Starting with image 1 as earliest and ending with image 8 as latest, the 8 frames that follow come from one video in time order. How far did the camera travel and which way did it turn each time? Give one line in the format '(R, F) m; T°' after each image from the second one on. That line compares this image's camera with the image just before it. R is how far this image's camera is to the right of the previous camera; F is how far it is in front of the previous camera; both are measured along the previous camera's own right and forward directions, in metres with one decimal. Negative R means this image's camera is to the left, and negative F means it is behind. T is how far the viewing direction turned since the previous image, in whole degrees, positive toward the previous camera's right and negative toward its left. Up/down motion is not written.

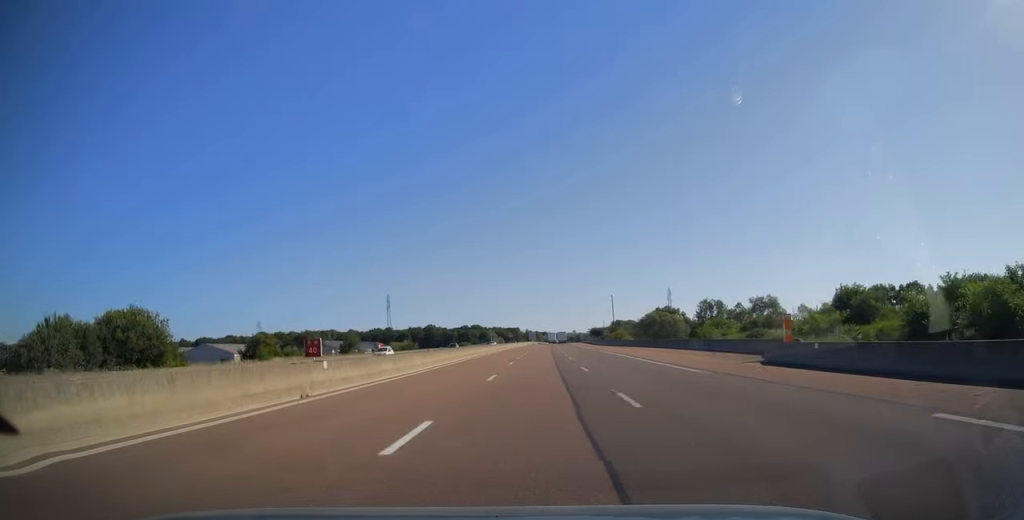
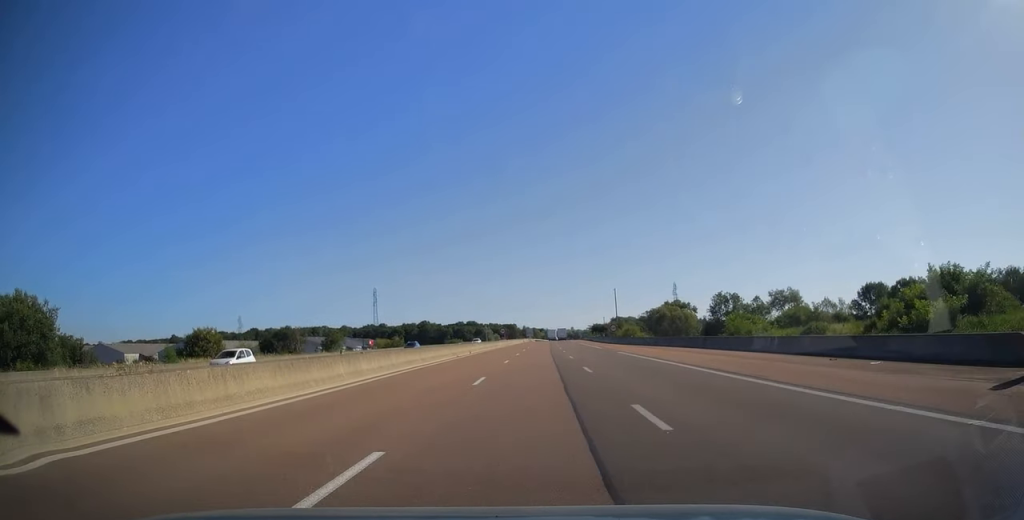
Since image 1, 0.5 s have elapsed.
(-0.1, +15.9) m; 0°
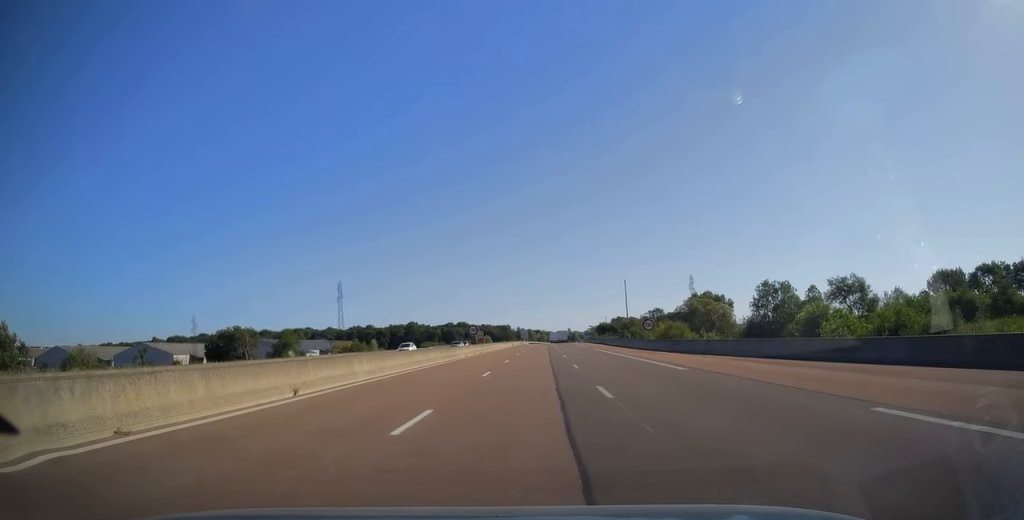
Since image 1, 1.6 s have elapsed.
(+0.4, +34.3) m; +1°
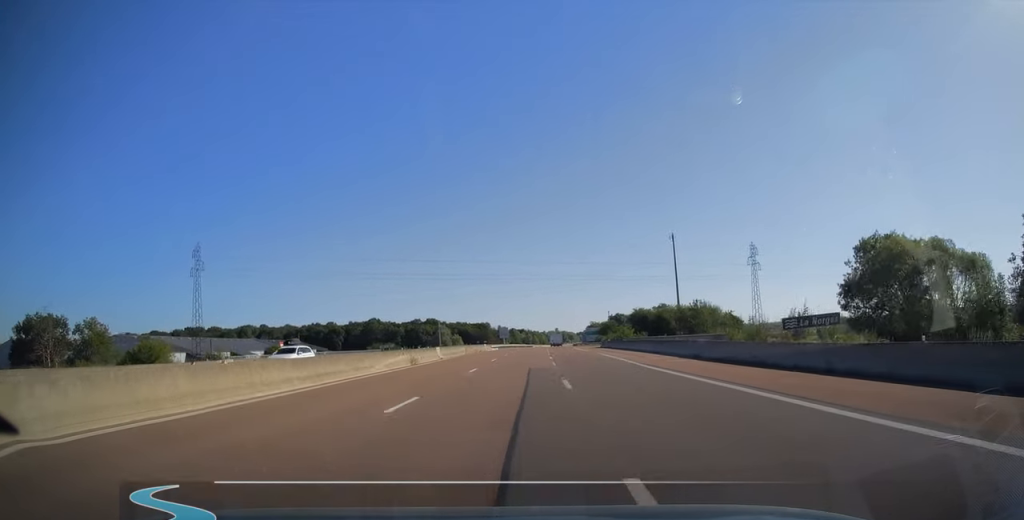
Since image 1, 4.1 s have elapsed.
(+0.8, +75.4) m; +1°
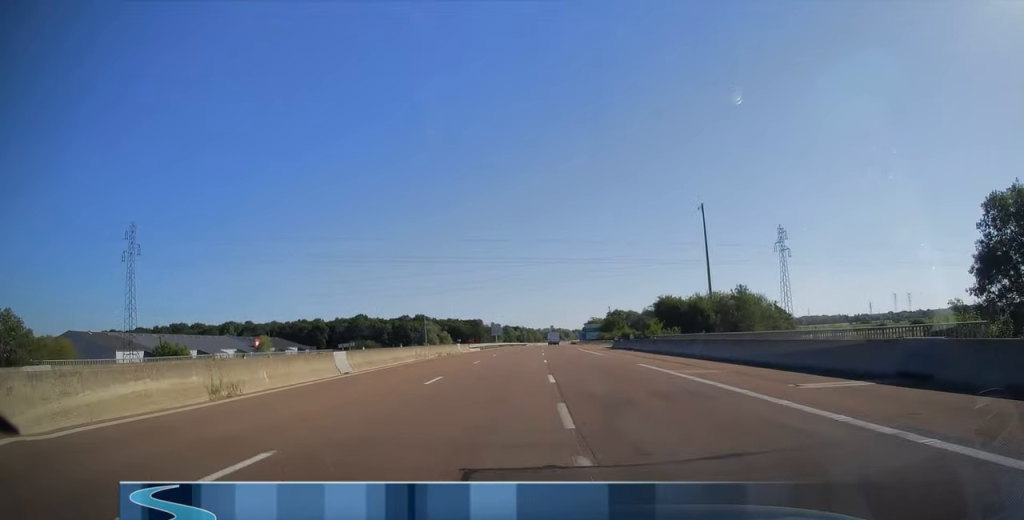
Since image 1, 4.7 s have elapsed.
(0.0, +20.0) m; 0°
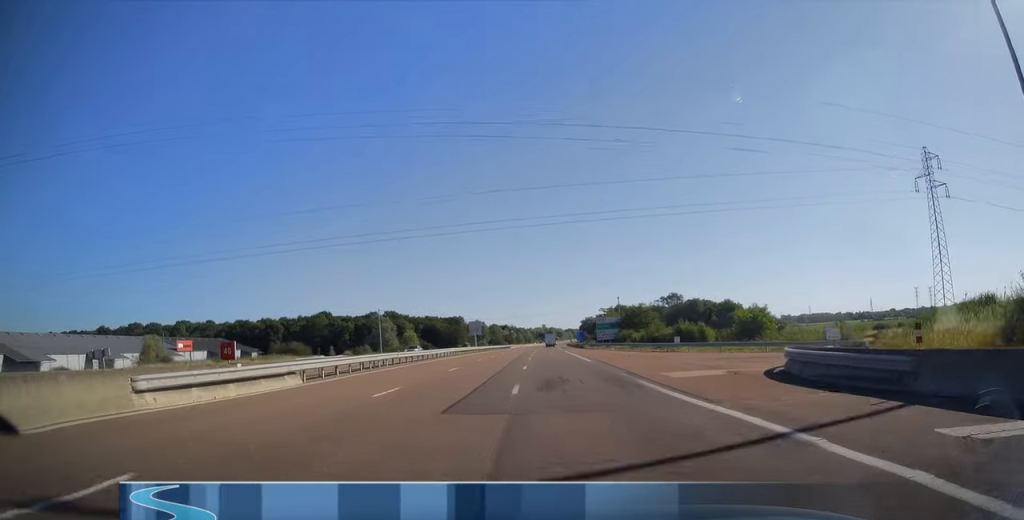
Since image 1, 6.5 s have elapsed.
(0.0, +53.4) m; 0°
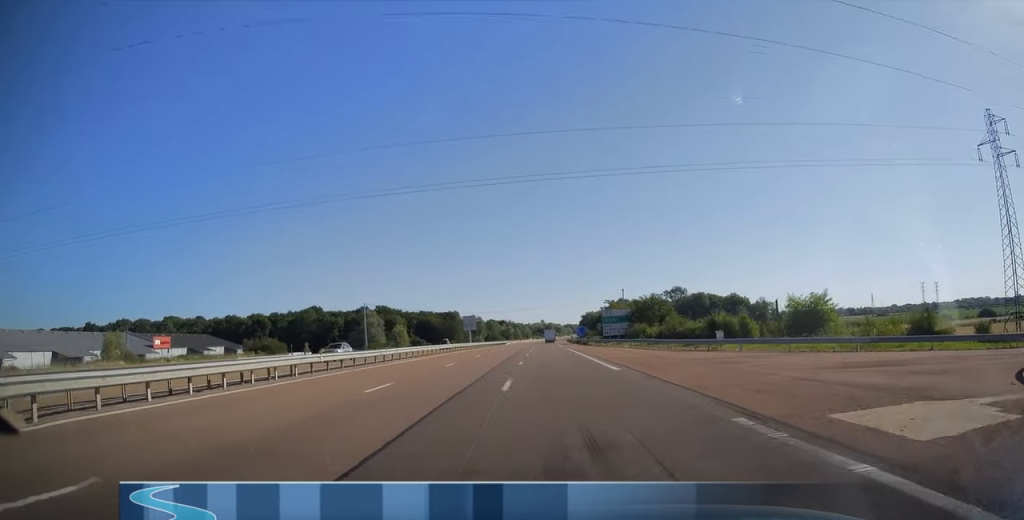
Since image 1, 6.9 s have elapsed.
(0.0, +13.4) m; 0°
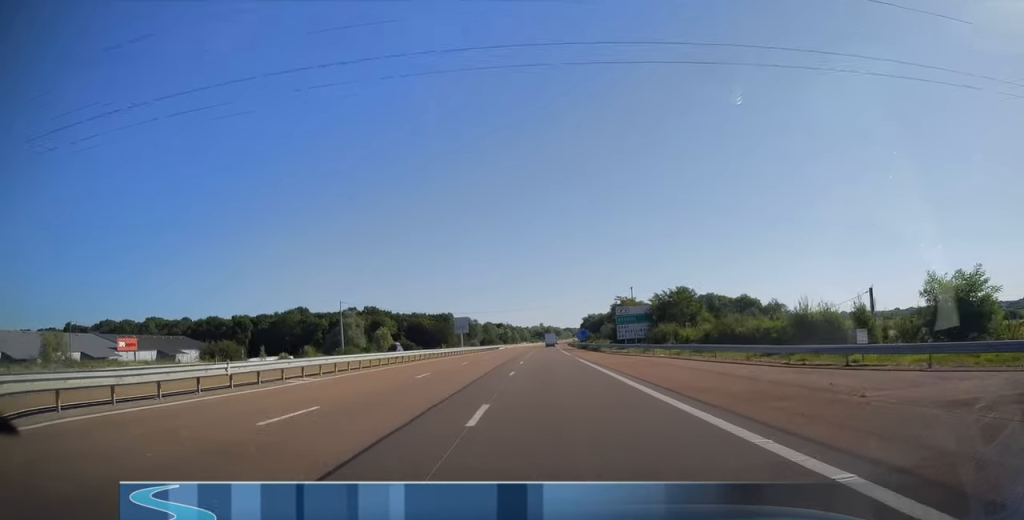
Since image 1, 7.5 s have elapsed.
(0.0, +18.5) m; 0°
